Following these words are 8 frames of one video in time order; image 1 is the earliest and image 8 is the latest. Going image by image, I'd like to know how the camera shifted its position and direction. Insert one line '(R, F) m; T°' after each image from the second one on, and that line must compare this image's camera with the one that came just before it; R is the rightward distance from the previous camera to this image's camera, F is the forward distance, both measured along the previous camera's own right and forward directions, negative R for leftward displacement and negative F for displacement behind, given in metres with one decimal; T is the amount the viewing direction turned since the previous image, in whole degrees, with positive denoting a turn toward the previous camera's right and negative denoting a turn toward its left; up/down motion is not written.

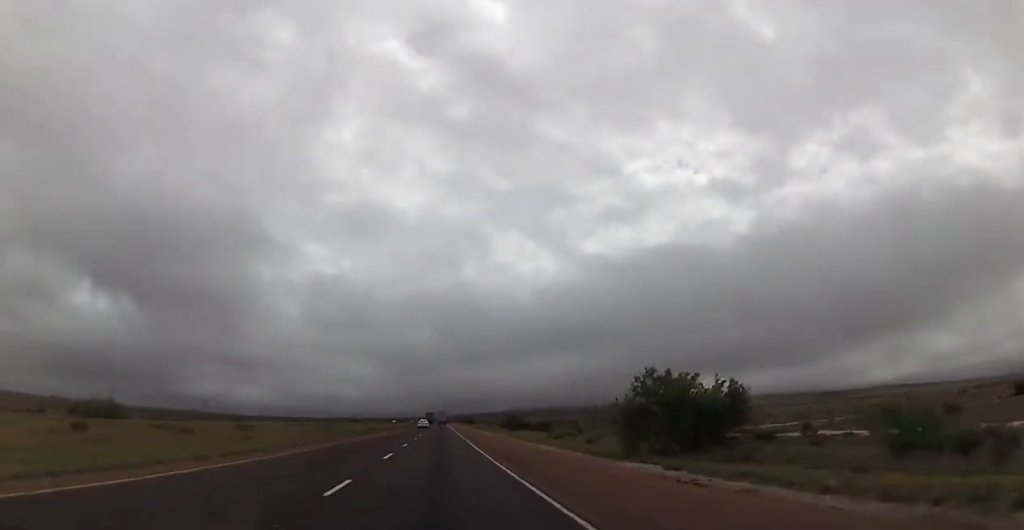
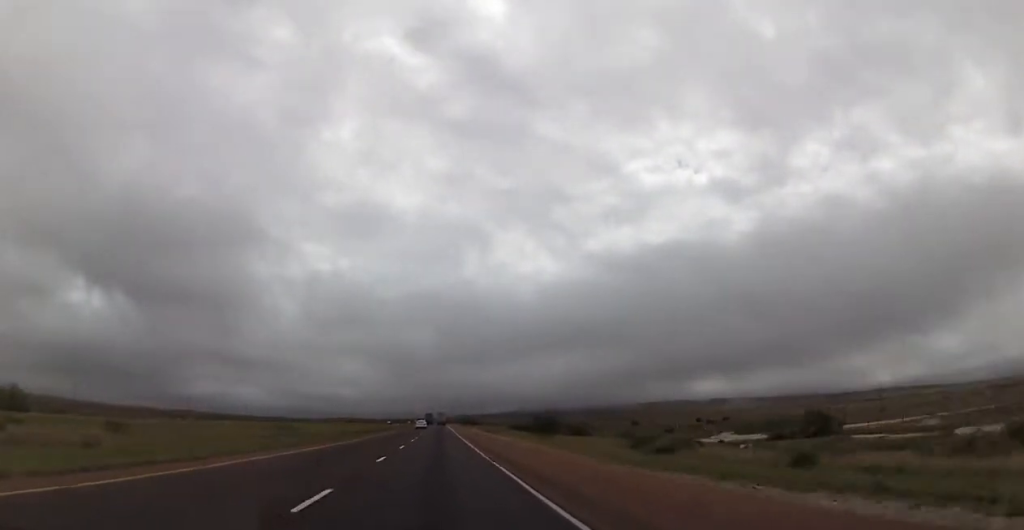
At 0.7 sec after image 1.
(+0.1, +26.6) m; 0°
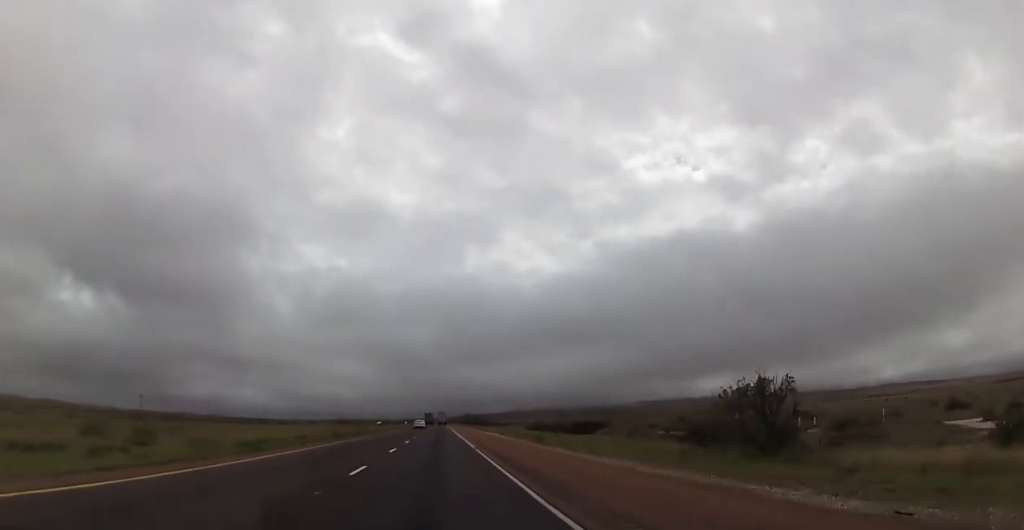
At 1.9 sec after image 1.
(0.0, +42.2) m; -1°
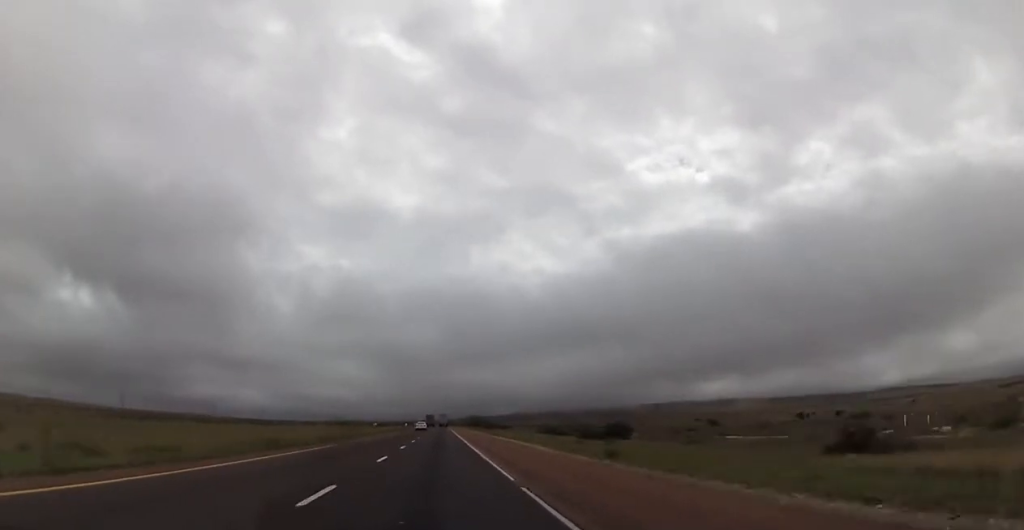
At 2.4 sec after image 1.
(0.0, +18.1) m; 0°
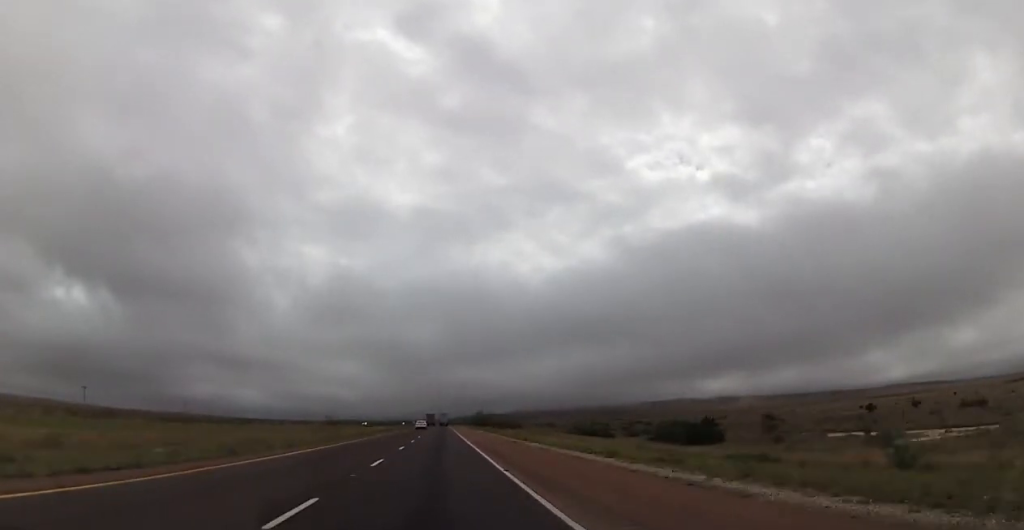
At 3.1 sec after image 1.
(-0.4, +26.5) m; 0°
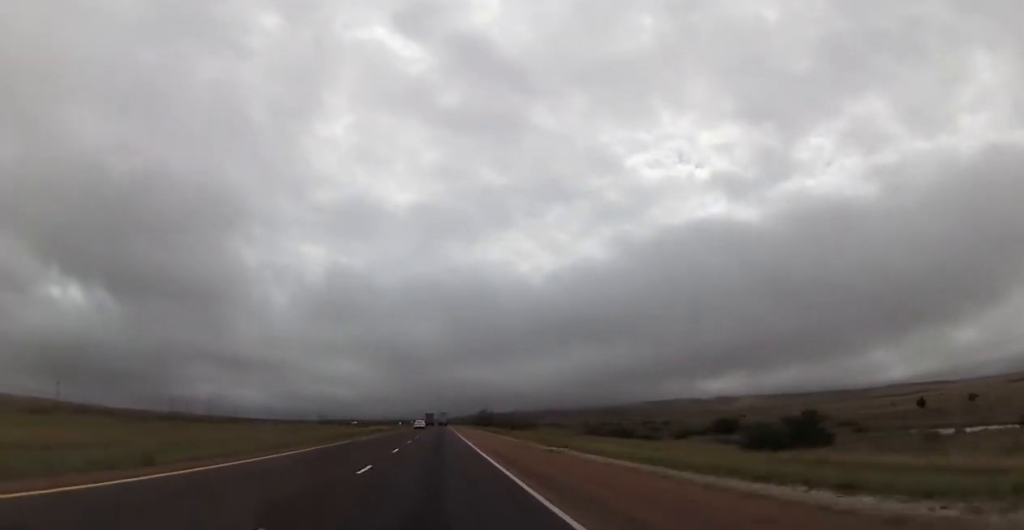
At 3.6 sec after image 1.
(+0.1, +15.6) m; 0°
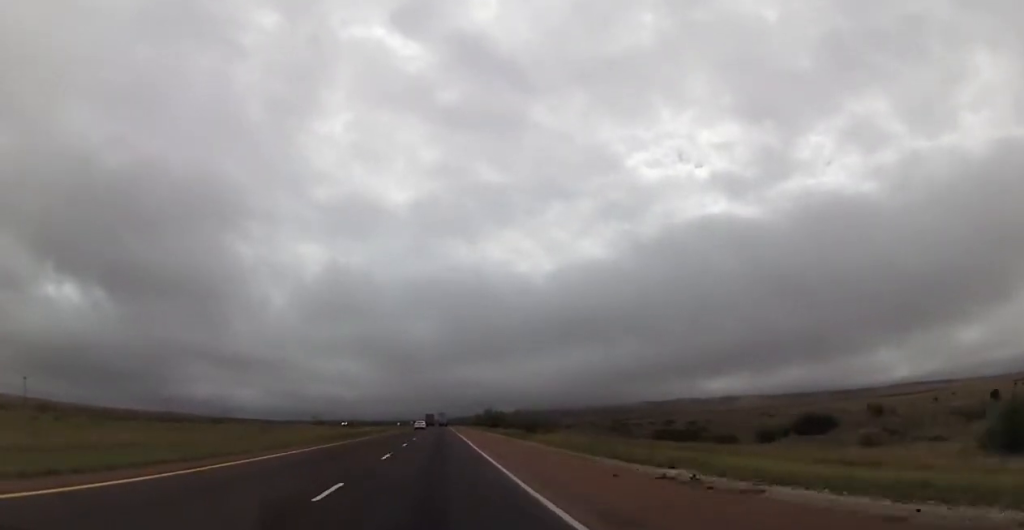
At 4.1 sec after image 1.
(+0.2, +18.0) m; 0°
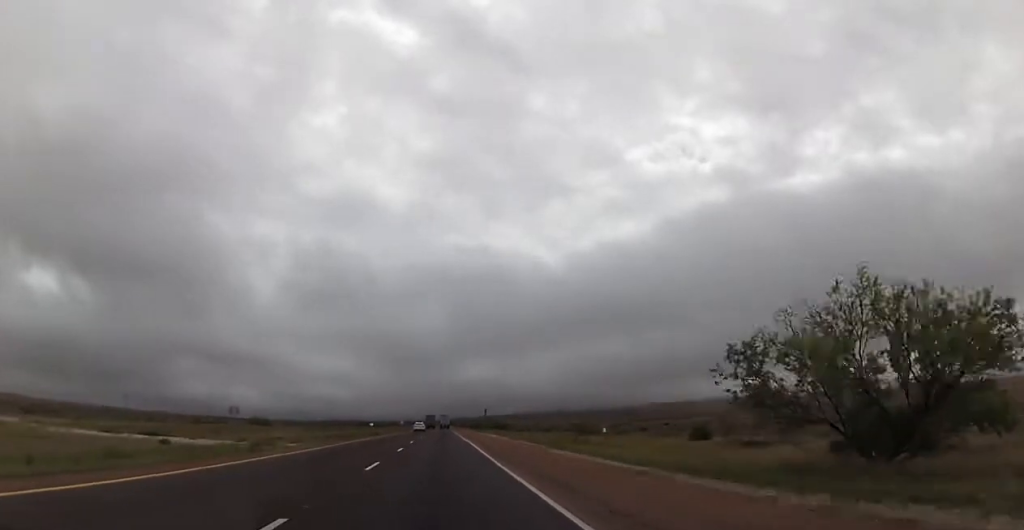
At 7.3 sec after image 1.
(+0.3, +115.2) m; -1°
